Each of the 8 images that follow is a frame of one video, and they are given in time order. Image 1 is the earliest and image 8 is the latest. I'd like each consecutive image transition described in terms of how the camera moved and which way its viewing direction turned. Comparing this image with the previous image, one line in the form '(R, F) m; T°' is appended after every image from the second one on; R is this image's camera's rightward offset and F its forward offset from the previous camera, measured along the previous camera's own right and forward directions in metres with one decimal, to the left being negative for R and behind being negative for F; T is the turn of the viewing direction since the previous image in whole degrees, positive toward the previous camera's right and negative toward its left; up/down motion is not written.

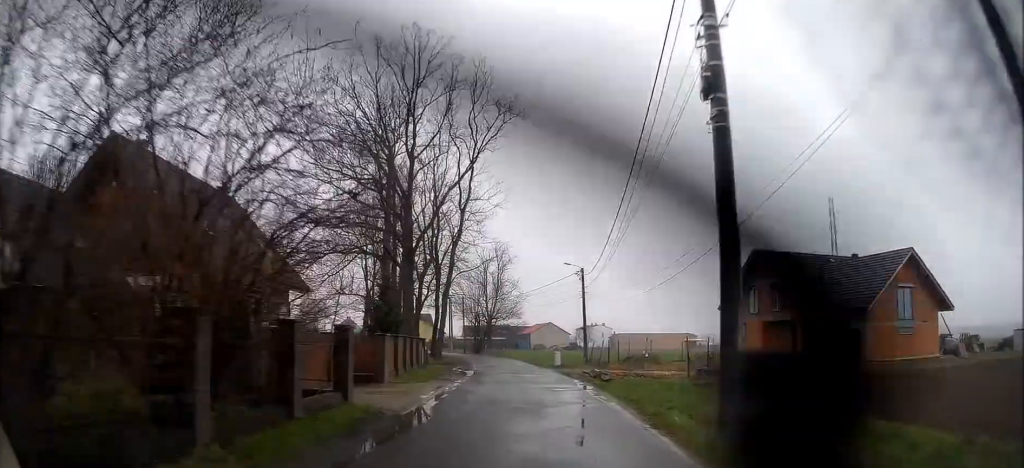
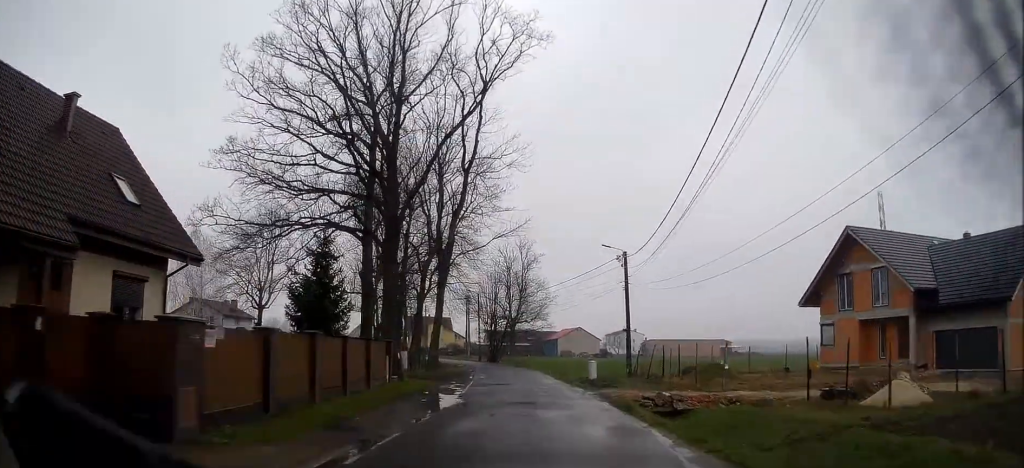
(-0.4, +12.8) m; -4°
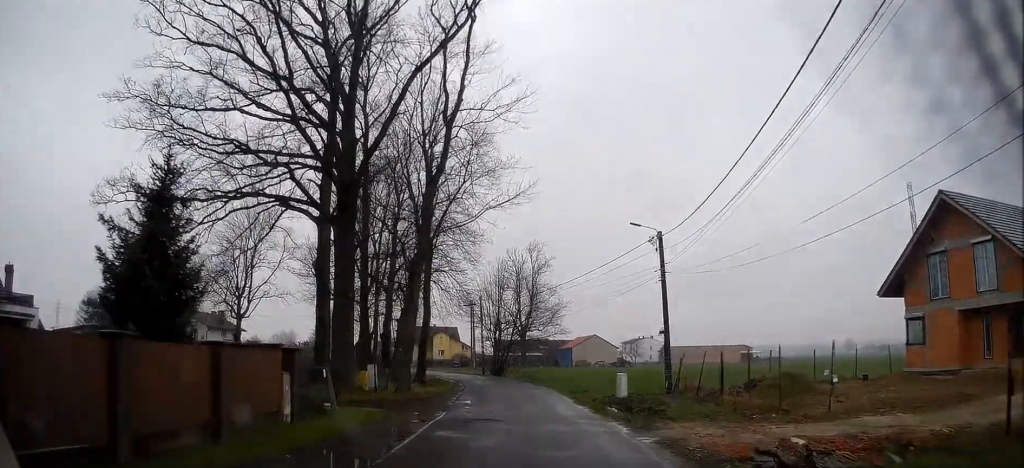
(-0.2, +9.8) m; -3°
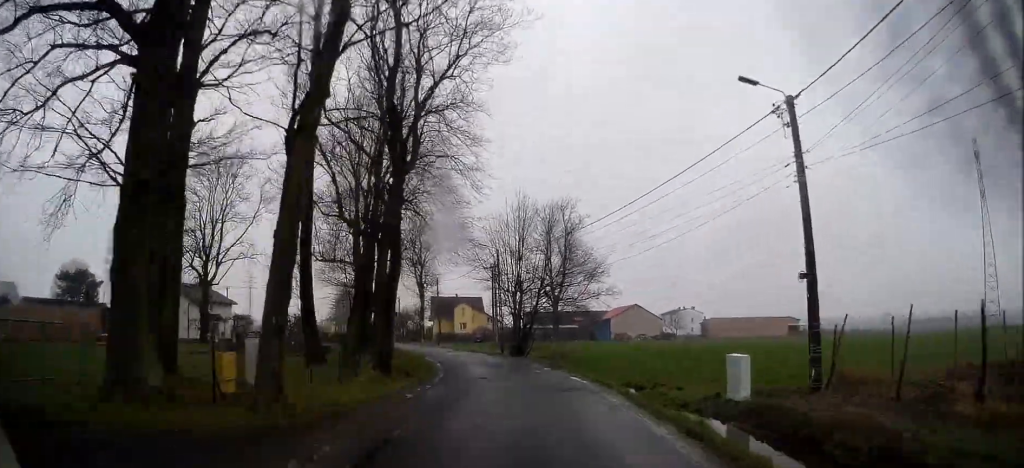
(-0.4, +15.1) m; -1°
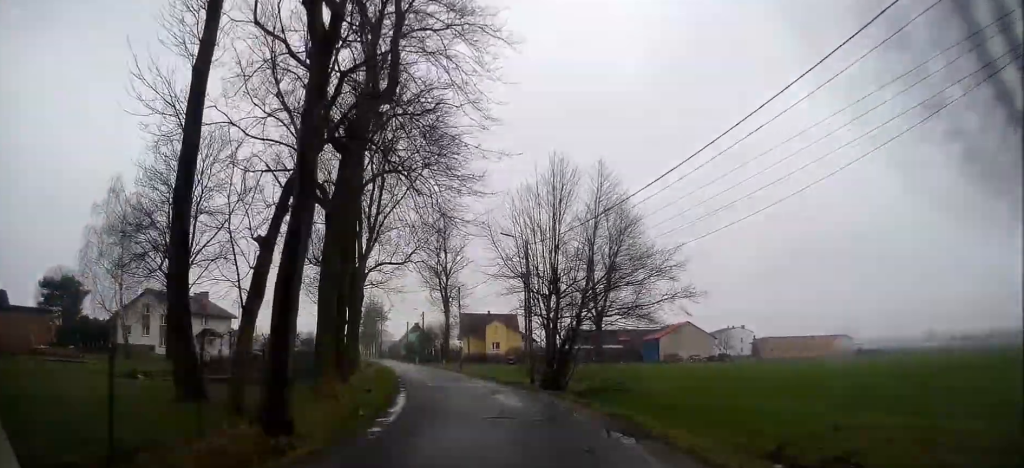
(-0.2, +12.1) m; -5°
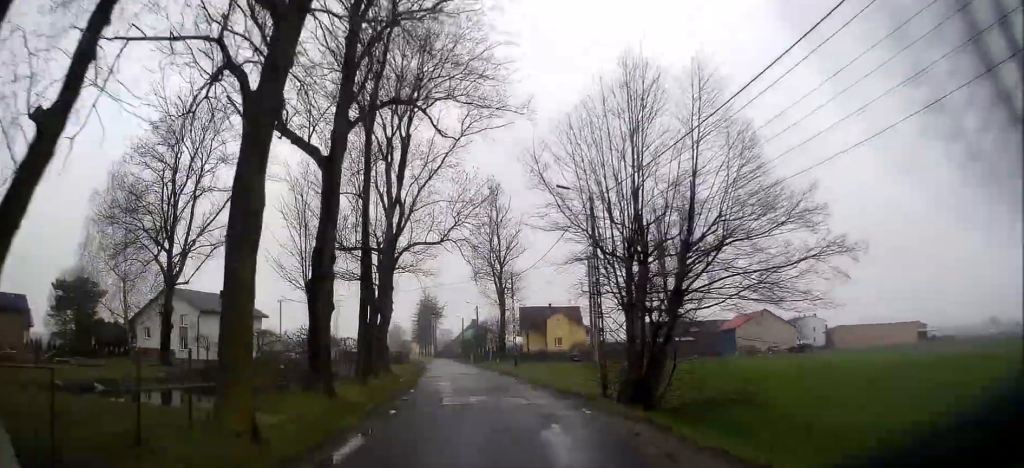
(-0.5, +8.8) m; -6°
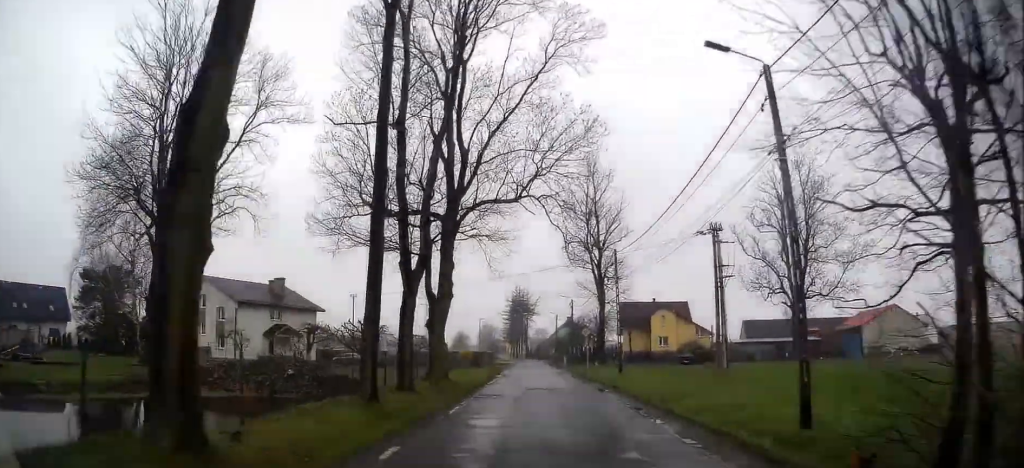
(-0.8, +12.1) m; -7°
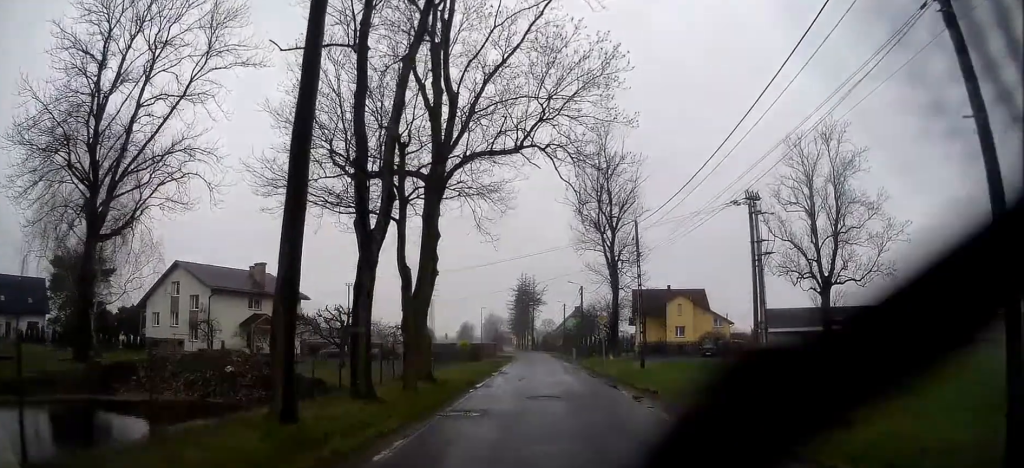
(-0.2, +7.0) m; -2°
